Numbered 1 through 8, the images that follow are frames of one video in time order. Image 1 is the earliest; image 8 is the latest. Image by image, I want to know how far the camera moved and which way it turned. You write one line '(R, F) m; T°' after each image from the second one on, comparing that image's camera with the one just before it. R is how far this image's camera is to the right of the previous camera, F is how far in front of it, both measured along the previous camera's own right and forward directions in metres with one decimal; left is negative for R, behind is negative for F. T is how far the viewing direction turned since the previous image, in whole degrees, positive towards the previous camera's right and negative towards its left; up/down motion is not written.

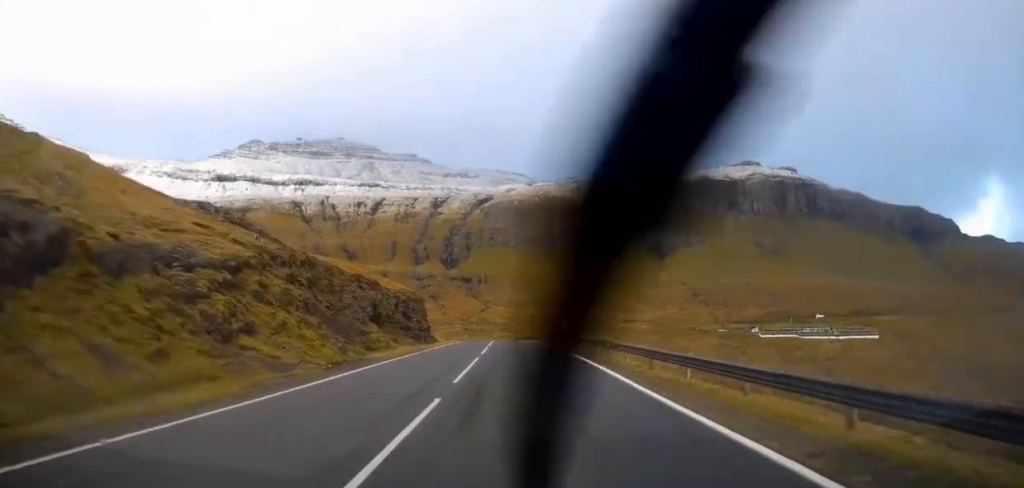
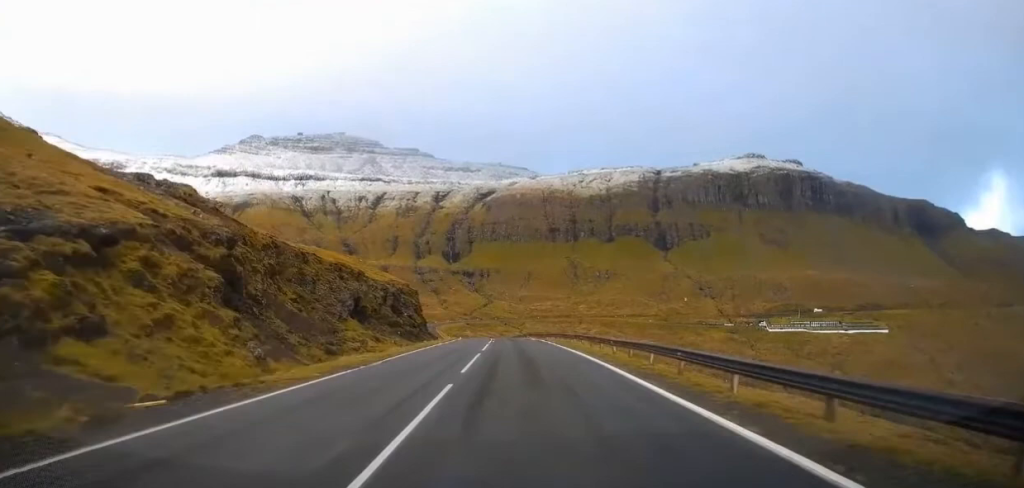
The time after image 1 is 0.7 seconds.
(+0.2, +11.0) m; 0°
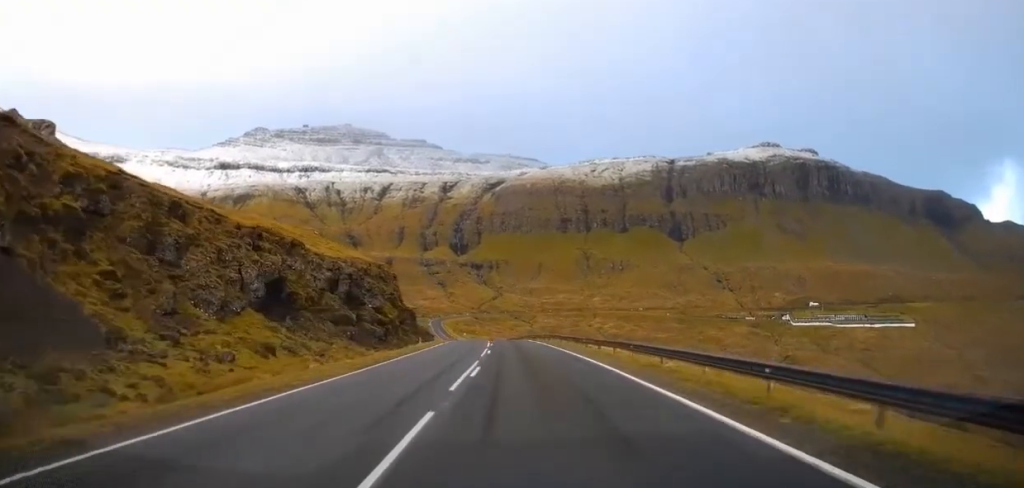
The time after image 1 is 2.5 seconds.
(-1.4, +27.9) m; -4°
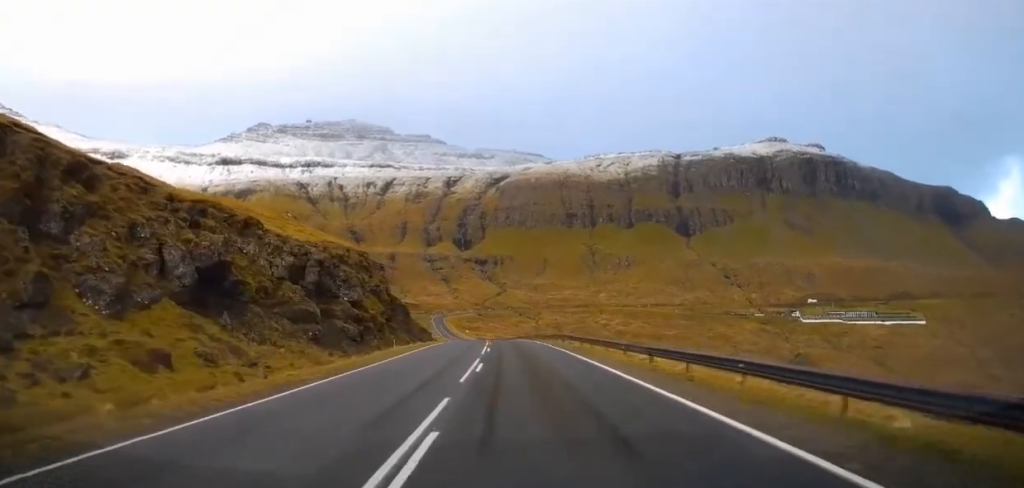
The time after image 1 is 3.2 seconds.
(+0.3, +10.7) m; +1°
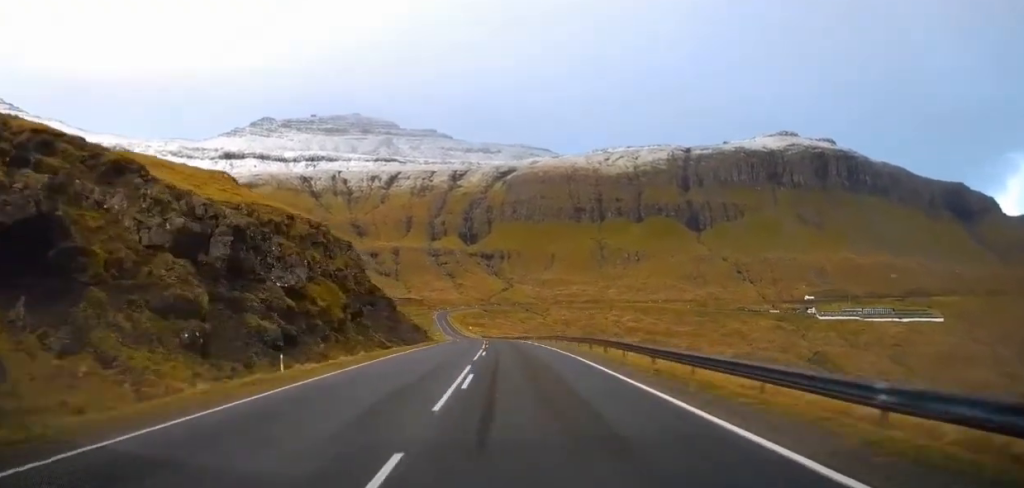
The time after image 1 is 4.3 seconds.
(+0.2, +16.7) m; -1°
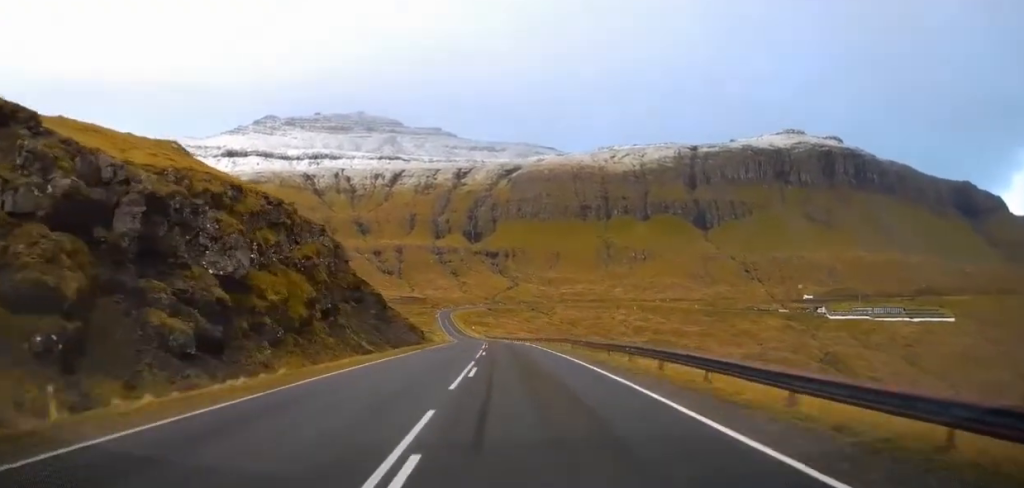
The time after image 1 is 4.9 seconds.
(-0.2, +9.0) m; -1°
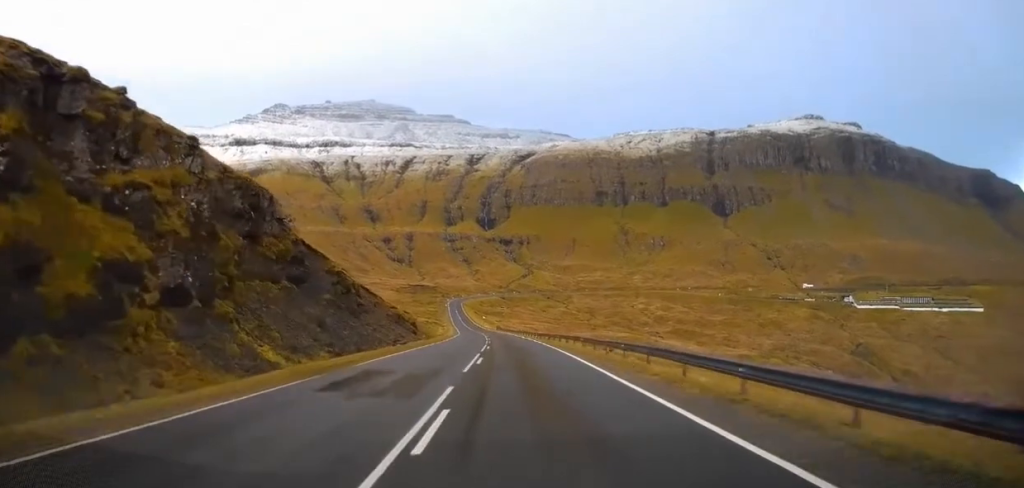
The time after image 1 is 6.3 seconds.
(0.0, +20.9) m; +1°
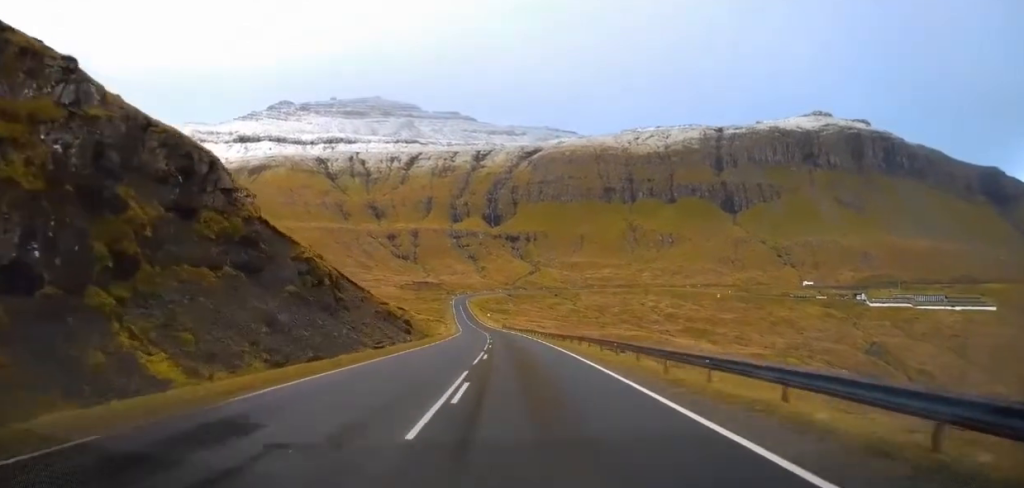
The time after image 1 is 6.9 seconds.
(+0.1, +9.0) m; 0°
